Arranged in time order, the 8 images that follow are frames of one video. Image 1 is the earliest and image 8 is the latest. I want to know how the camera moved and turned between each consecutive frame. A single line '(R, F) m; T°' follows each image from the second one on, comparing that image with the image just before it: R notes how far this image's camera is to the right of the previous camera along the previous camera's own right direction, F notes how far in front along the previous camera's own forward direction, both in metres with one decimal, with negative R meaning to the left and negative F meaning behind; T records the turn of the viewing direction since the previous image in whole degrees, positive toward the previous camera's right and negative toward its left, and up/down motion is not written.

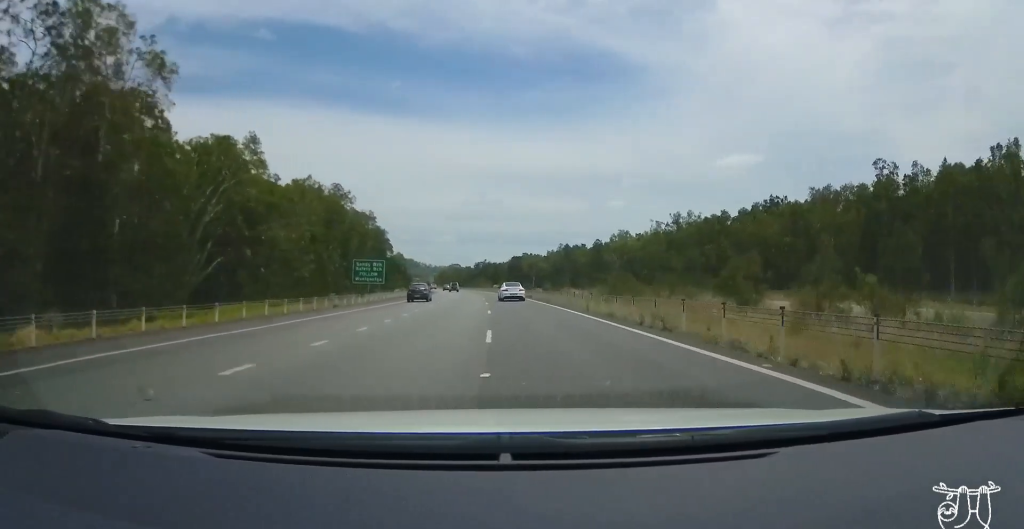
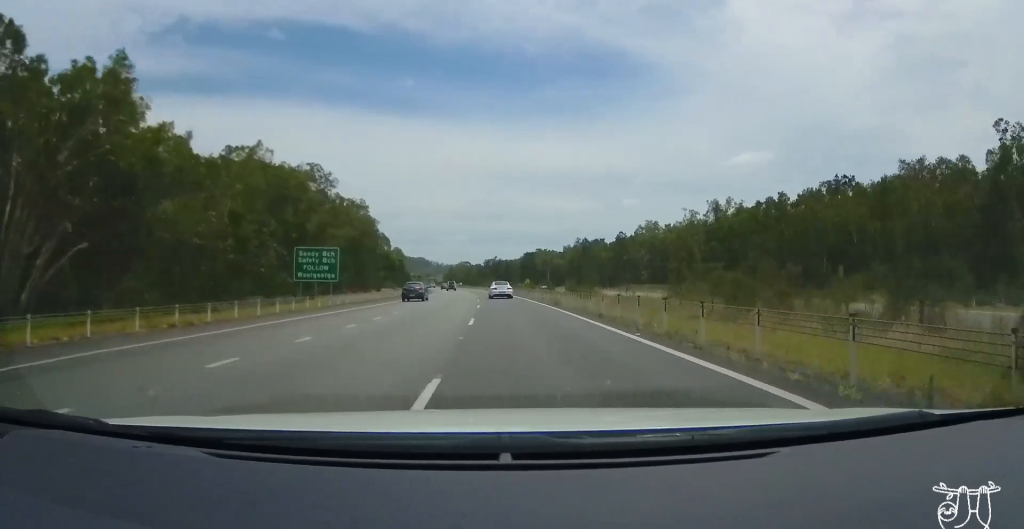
(0.0, +20.2) m; 0°
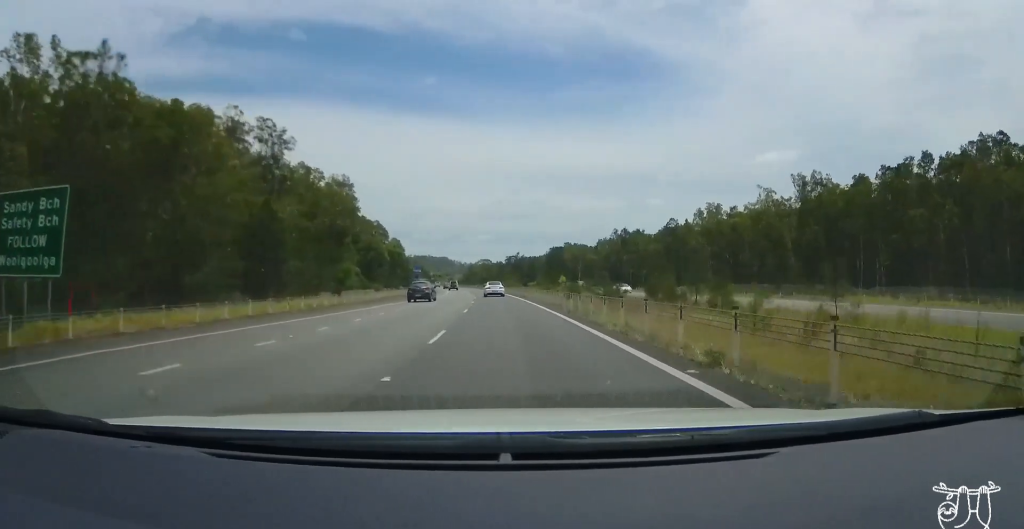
(0.0, +29.7) m; -1°
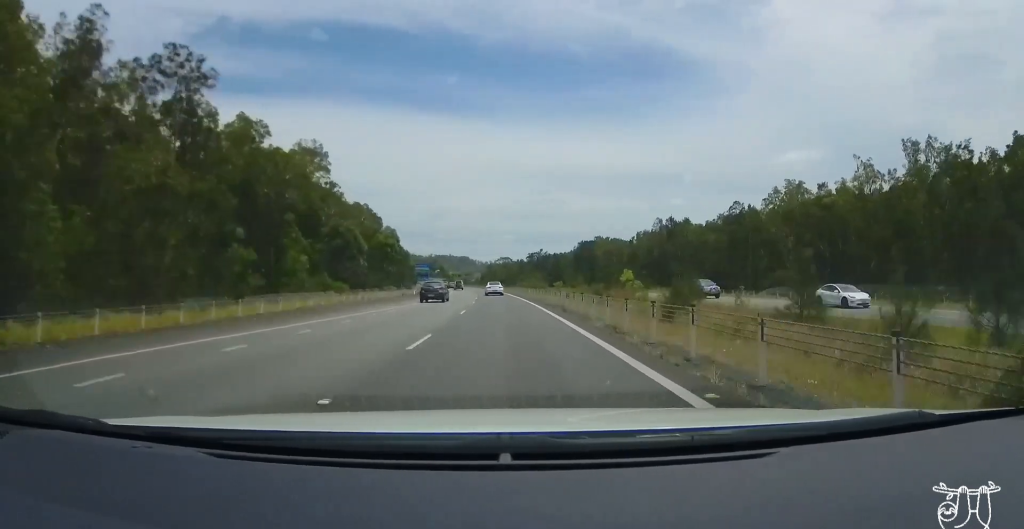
(-0.4, +24.9) m; -2°
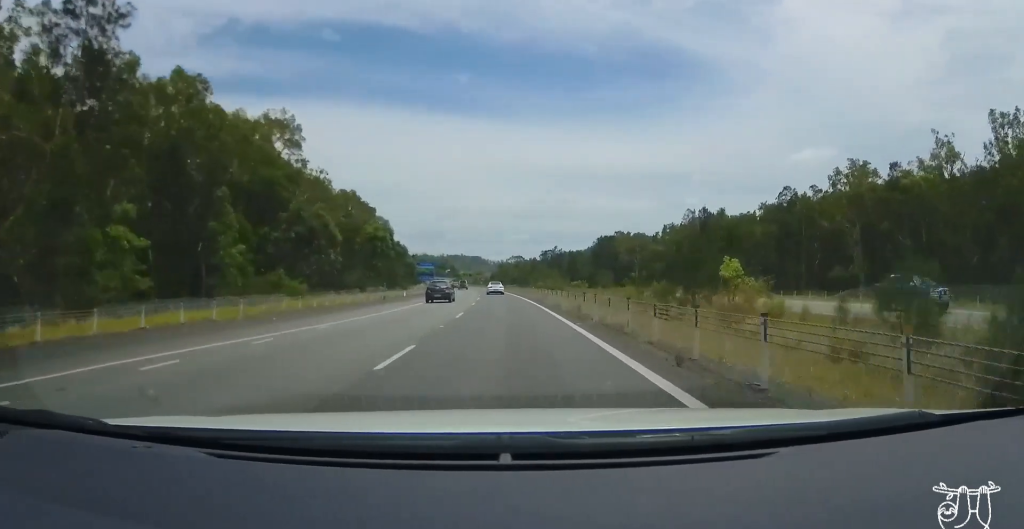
(-0.1, +15.5) m; -1°
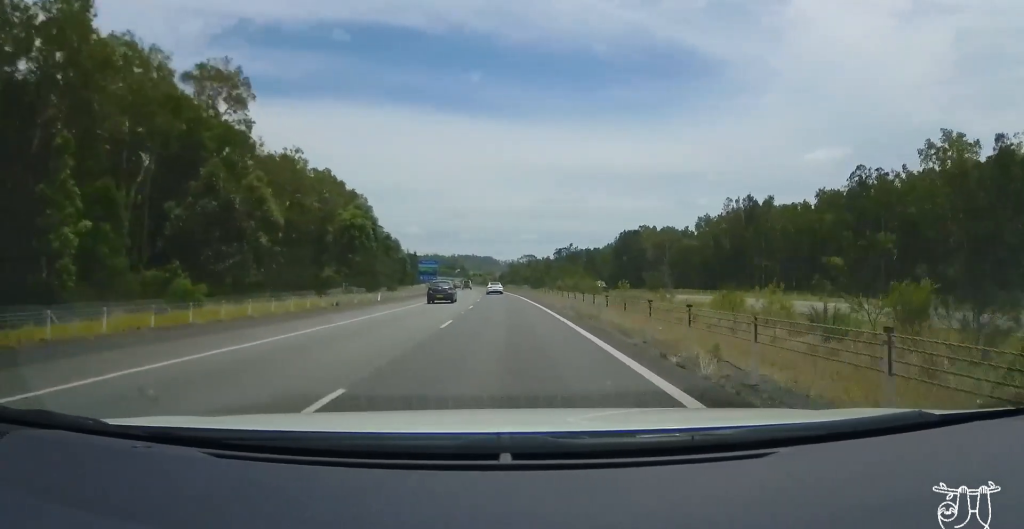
(-0.3, +16.6) m; -1°
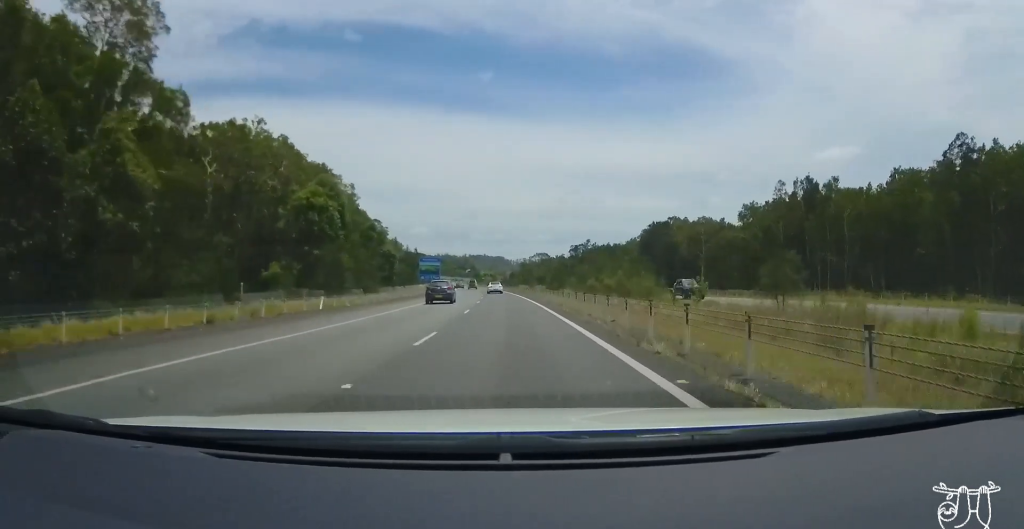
(-0.1, +16.7) m; -1°
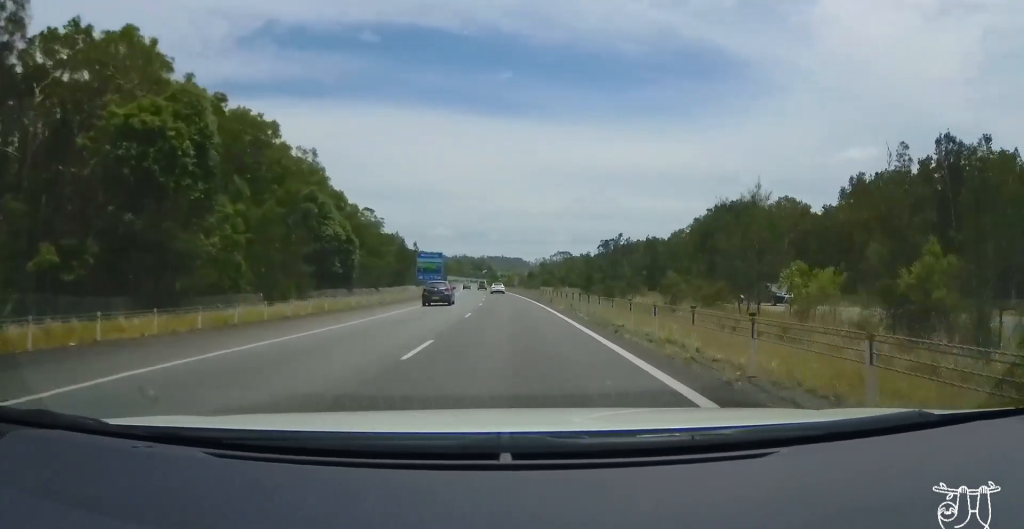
(-0.3, +27.4) m; -3°
